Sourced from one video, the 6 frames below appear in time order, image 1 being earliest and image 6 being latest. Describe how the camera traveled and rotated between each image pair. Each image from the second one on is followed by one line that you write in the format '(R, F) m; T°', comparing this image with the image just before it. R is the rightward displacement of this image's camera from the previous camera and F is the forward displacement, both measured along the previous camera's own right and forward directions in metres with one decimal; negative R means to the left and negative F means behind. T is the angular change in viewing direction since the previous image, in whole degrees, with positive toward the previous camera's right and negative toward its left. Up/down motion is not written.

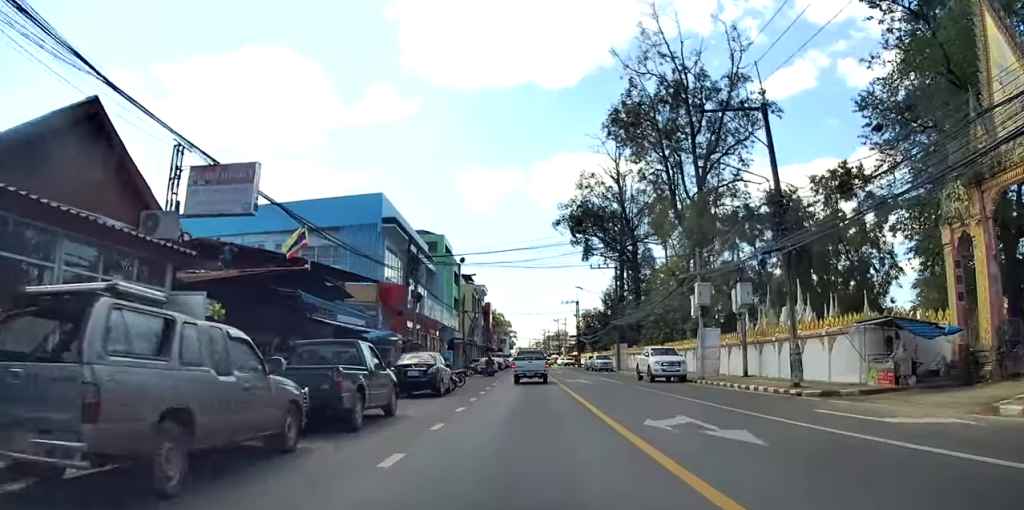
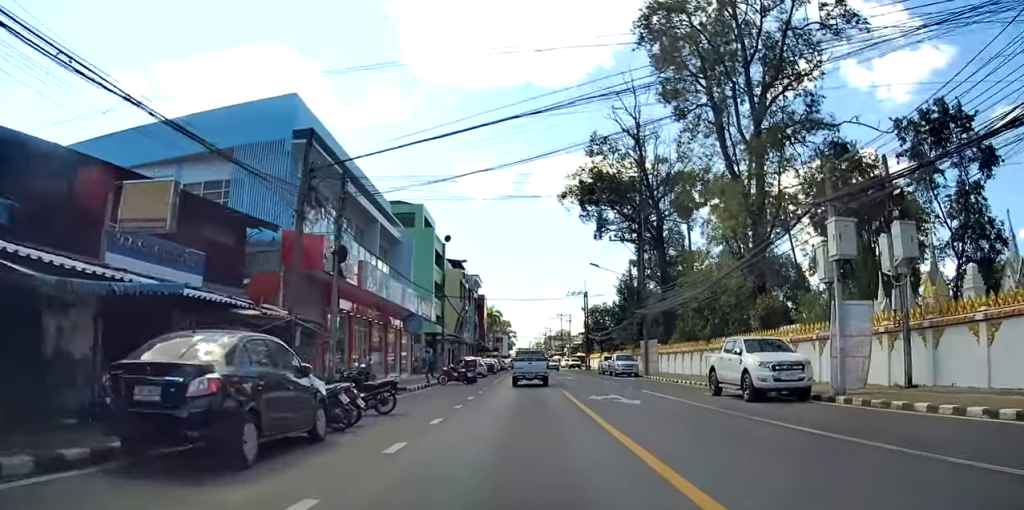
(-0.3, +14.8) m; +1°
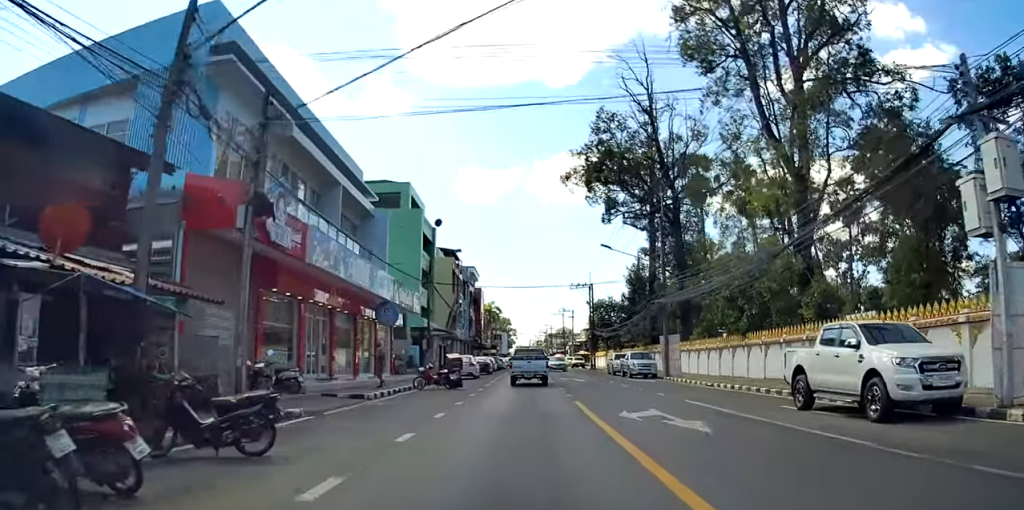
(+0.3, +6.9) m; +1°
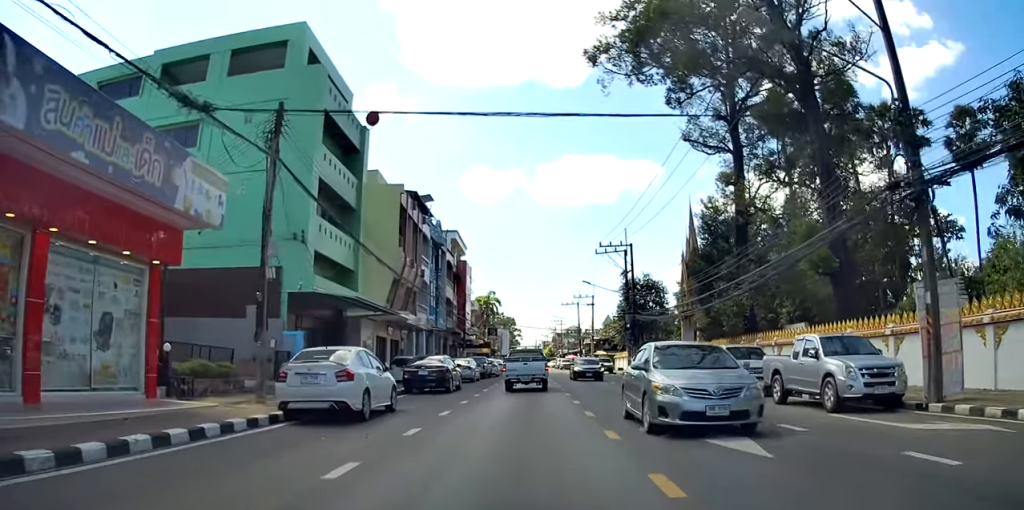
(-0.9, +26.0) m; -4°
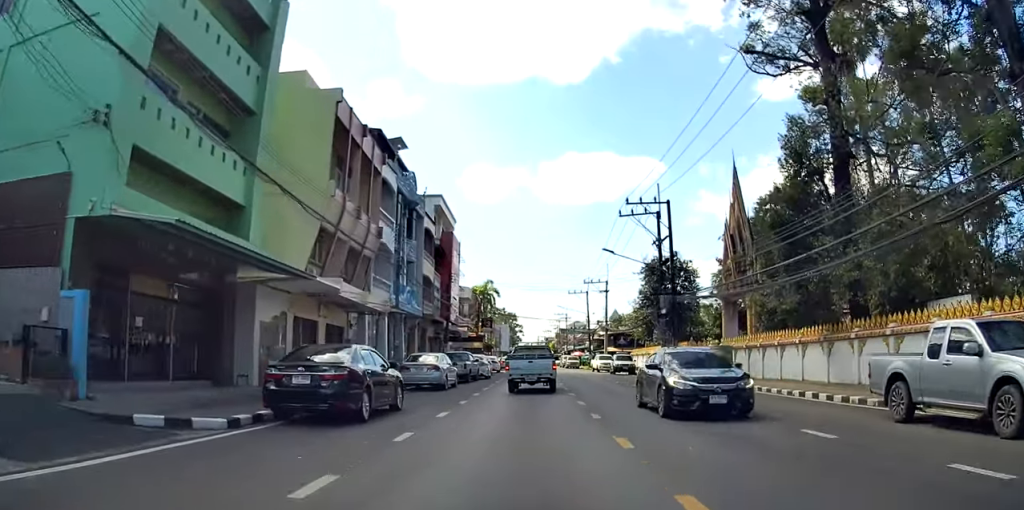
(-0.3, +12.5) m; -2°
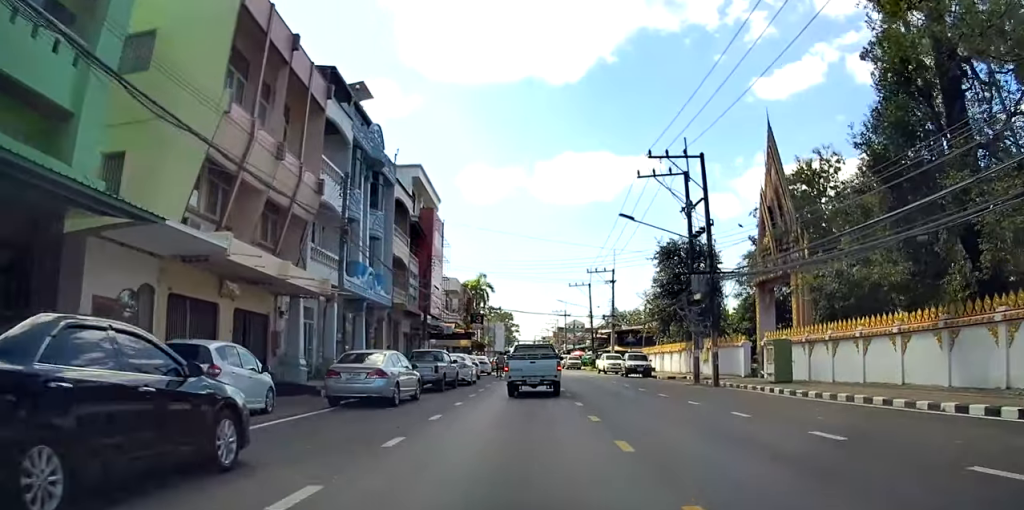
(-0.1, +8.0) m; 0°
